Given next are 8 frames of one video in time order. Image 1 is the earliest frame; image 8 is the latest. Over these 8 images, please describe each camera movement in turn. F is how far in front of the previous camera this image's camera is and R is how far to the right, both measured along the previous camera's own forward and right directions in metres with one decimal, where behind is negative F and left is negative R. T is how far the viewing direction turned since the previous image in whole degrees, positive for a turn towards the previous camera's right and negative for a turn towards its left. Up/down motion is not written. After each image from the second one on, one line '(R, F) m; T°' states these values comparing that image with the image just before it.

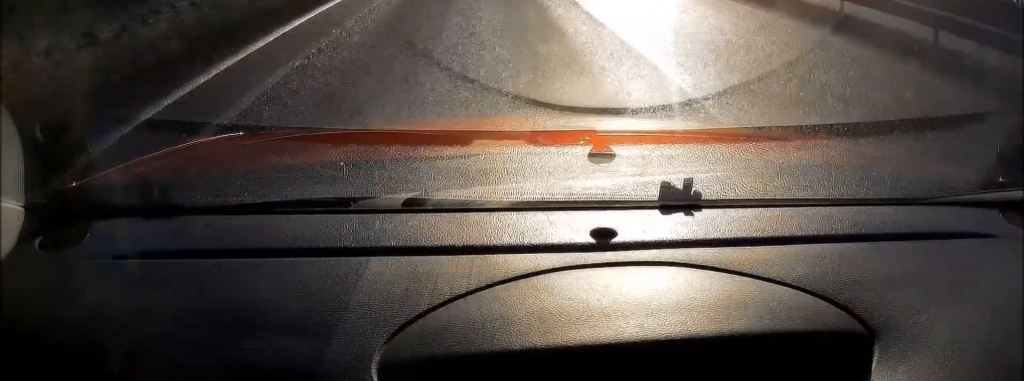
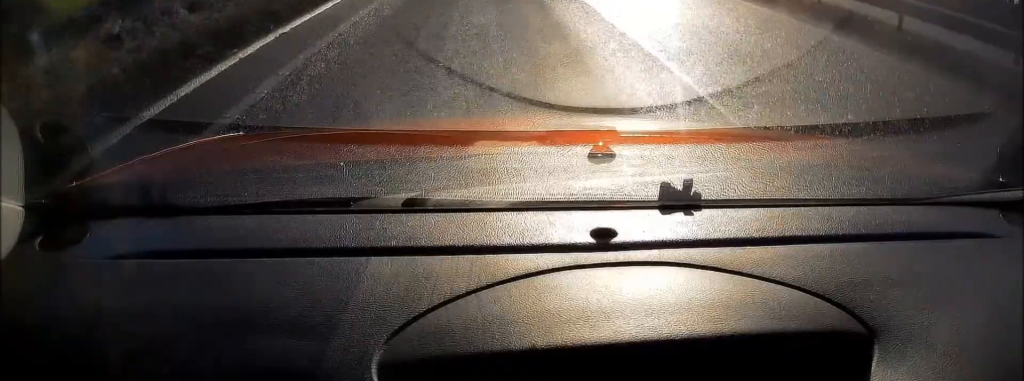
(+0.1, +64.5) m; 0°
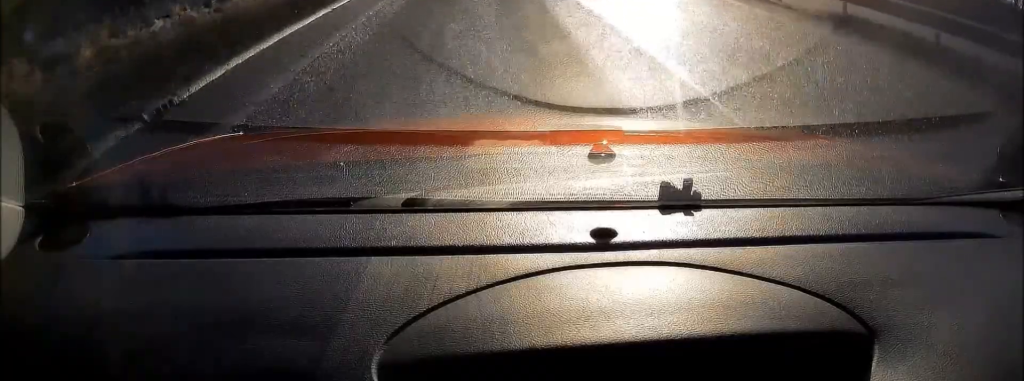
(0.0, +17.6) m; 0°
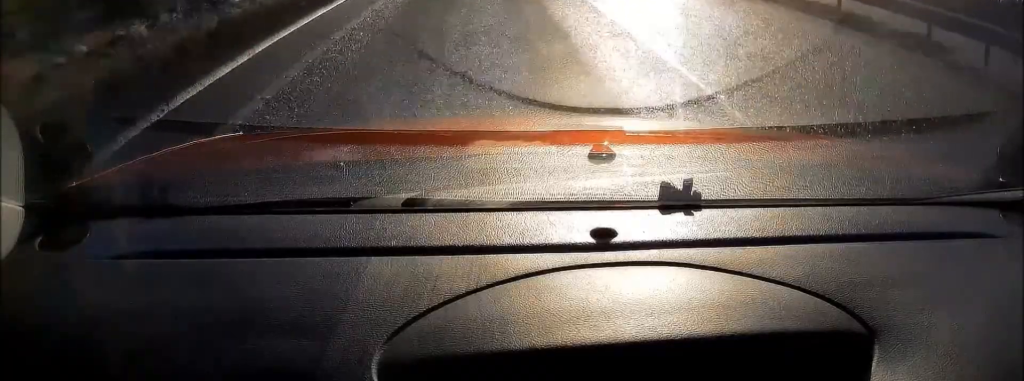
(0.0, +18.7) m; 0°
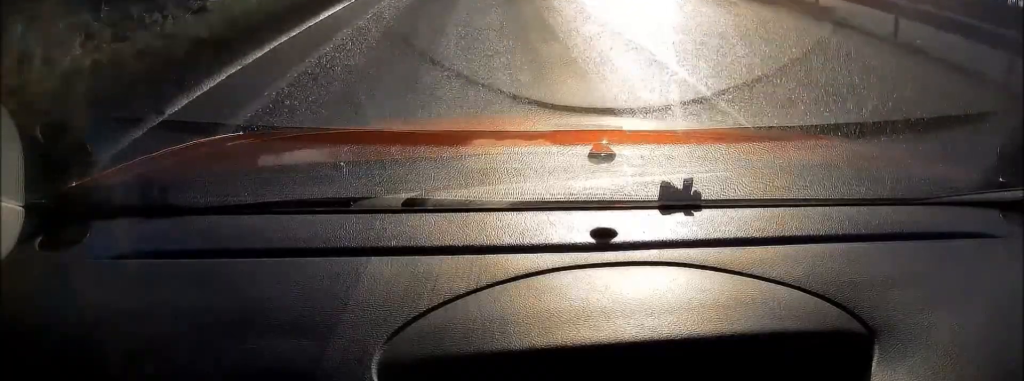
(0.0, +23.6) m; 0°
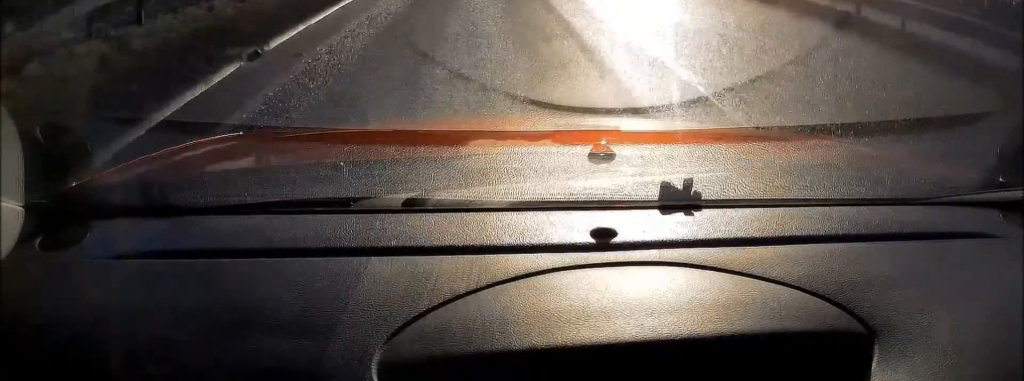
(+0.1, +24.5) m; 0°
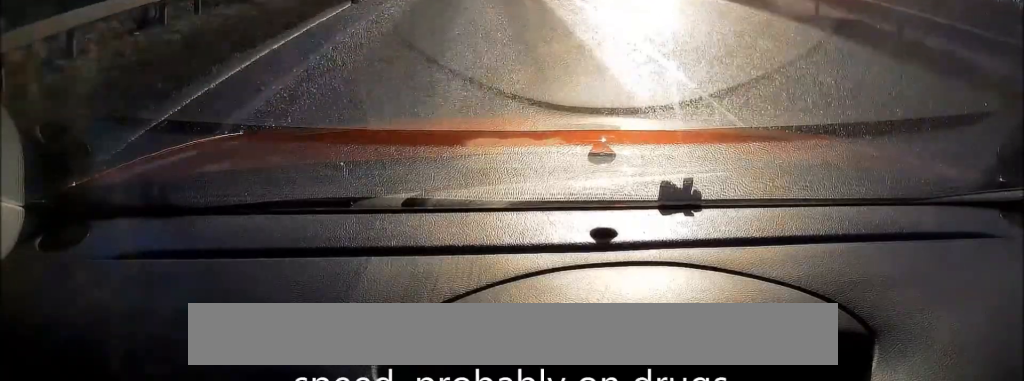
(0.0, +16.7) m; 0°
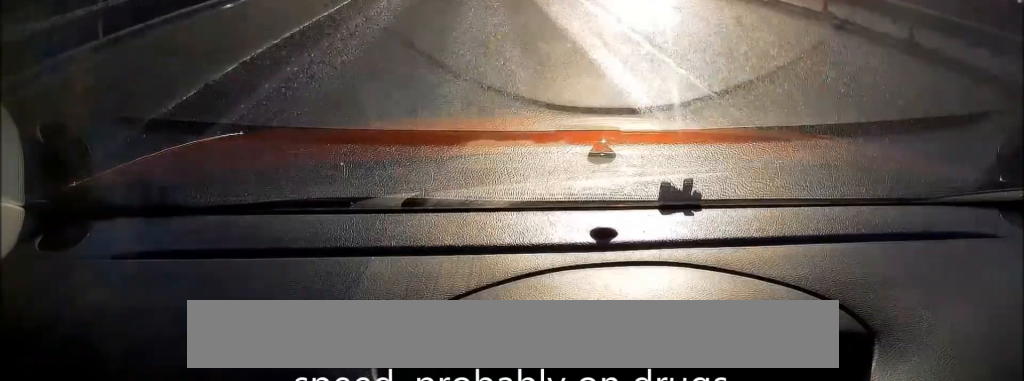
(0.0, +22.6) m; 0°
